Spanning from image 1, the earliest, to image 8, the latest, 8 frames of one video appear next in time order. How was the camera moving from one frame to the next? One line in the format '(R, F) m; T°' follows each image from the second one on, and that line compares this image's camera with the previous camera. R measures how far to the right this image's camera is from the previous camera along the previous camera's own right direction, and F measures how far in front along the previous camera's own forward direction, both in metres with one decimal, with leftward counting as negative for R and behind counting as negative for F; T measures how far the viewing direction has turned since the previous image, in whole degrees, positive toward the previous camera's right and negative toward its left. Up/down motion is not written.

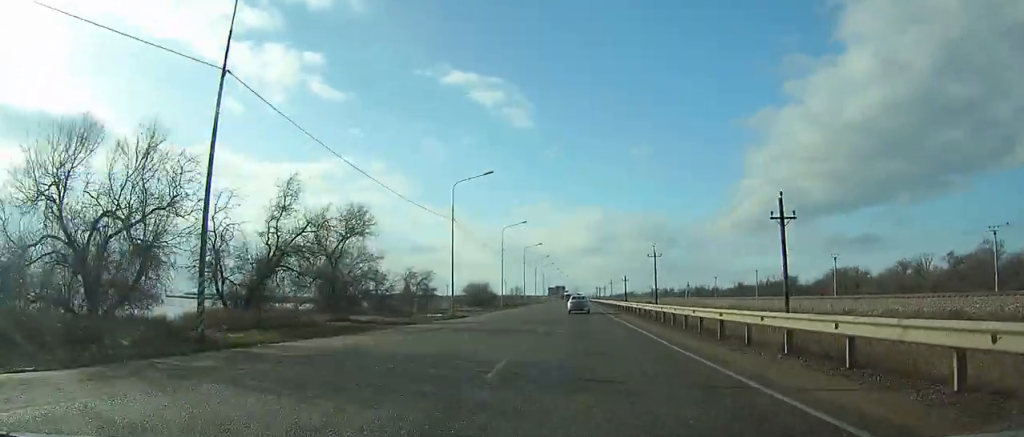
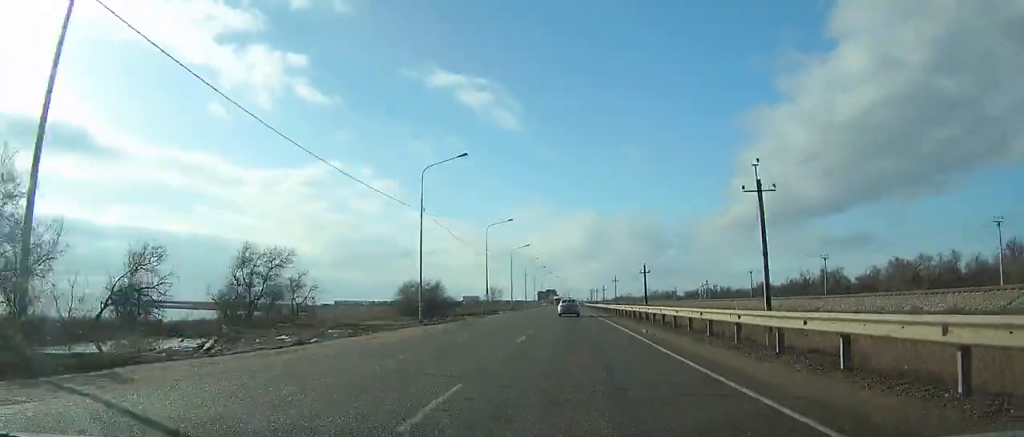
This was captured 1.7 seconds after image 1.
(0.0, +39.3) m; 0°
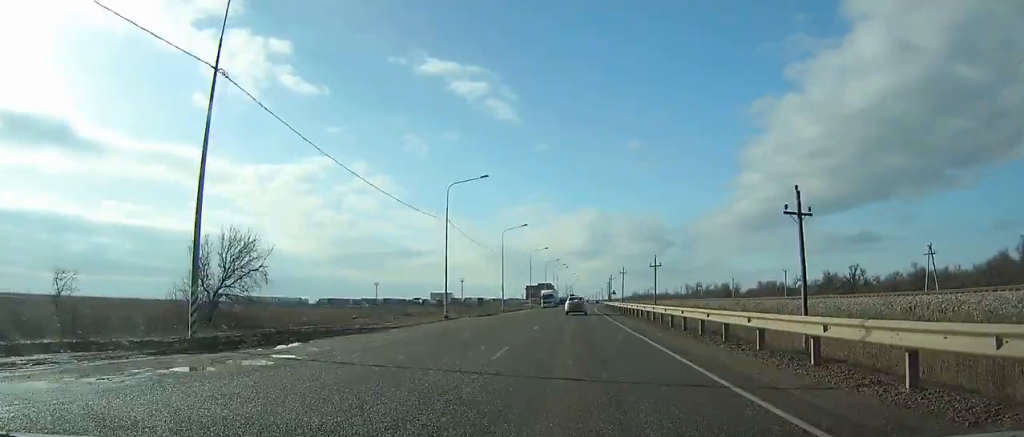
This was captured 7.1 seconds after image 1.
(+0.4, +120.2) m; +1°
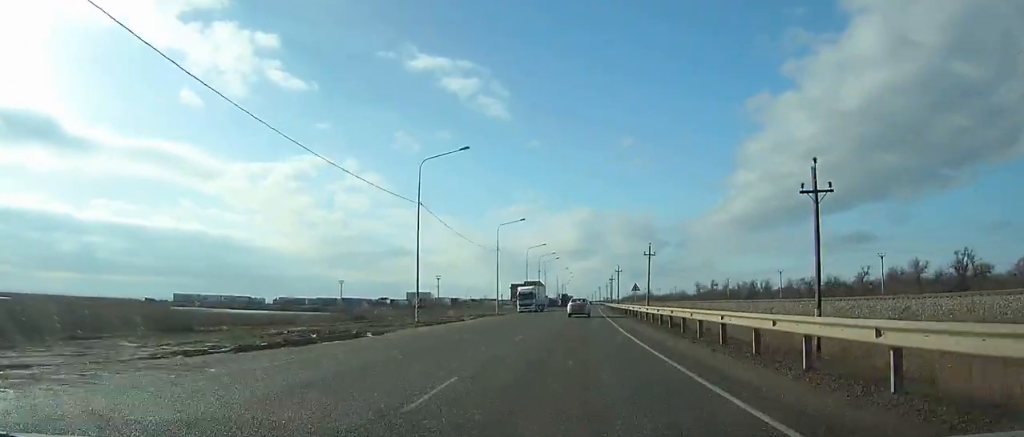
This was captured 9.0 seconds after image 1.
(+0.2, +38.3) m; +1°
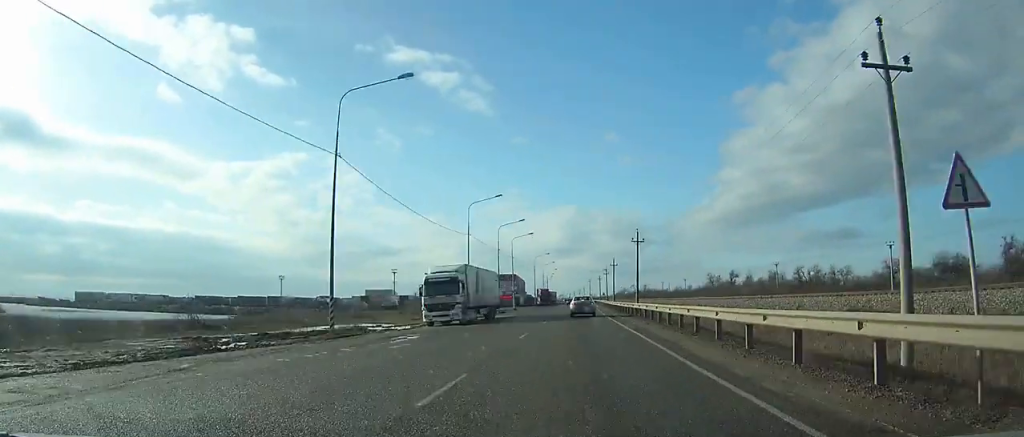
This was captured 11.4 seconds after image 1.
(+0.4, +44.8) m; +1°
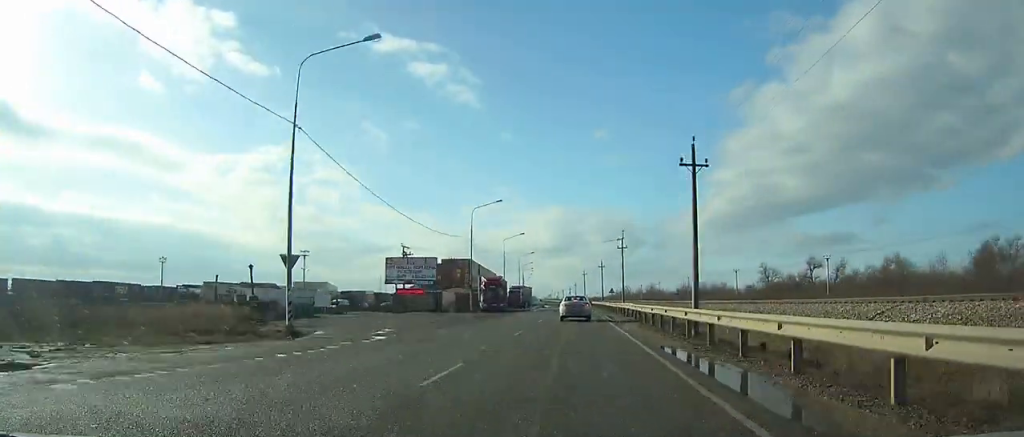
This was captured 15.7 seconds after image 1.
(+0.8, +66.6) m; 0°
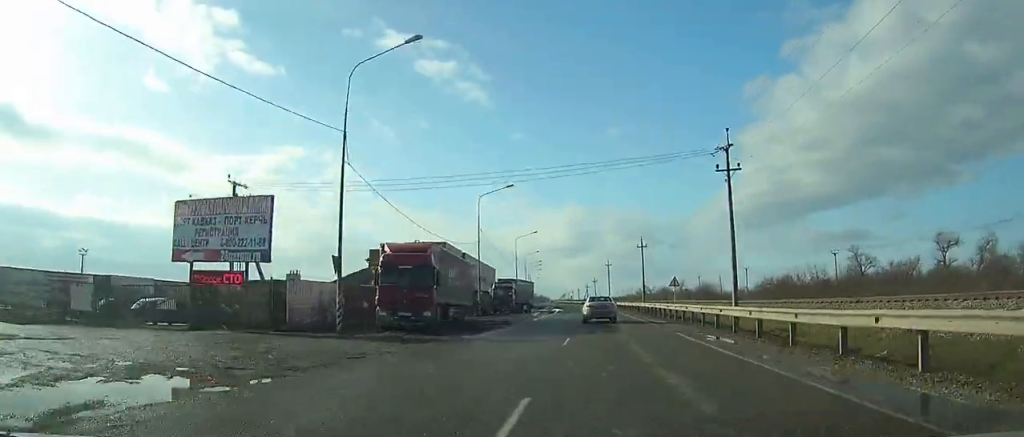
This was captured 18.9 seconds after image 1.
(-0.3, +39.4) m; -1°
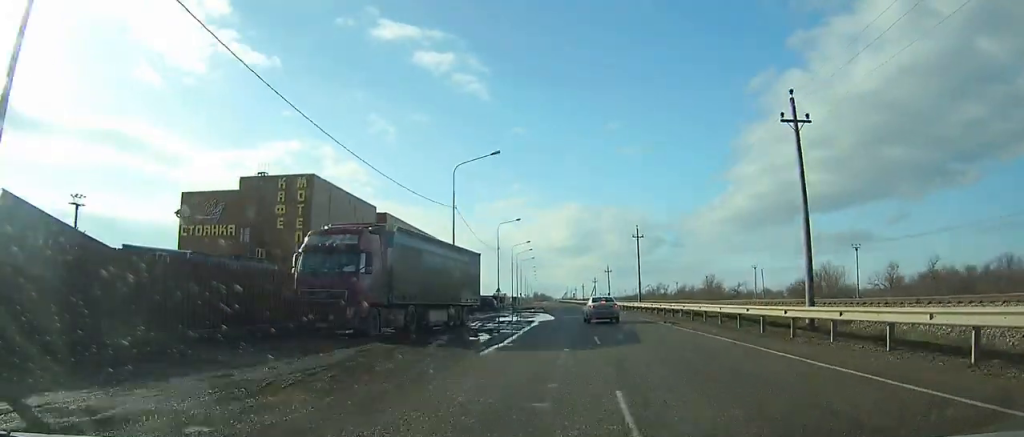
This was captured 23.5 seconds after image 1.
(-0.2, +43.1) m; -1°
